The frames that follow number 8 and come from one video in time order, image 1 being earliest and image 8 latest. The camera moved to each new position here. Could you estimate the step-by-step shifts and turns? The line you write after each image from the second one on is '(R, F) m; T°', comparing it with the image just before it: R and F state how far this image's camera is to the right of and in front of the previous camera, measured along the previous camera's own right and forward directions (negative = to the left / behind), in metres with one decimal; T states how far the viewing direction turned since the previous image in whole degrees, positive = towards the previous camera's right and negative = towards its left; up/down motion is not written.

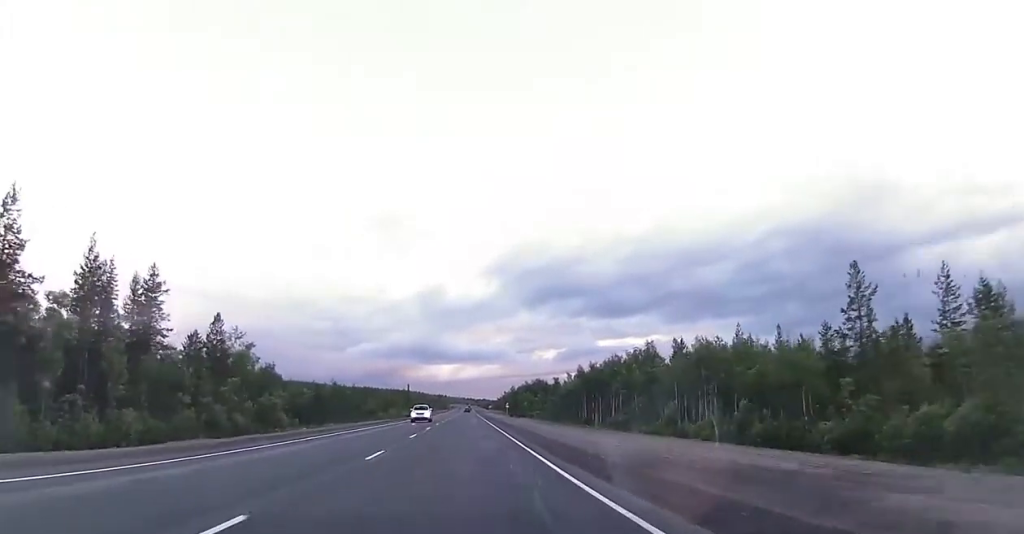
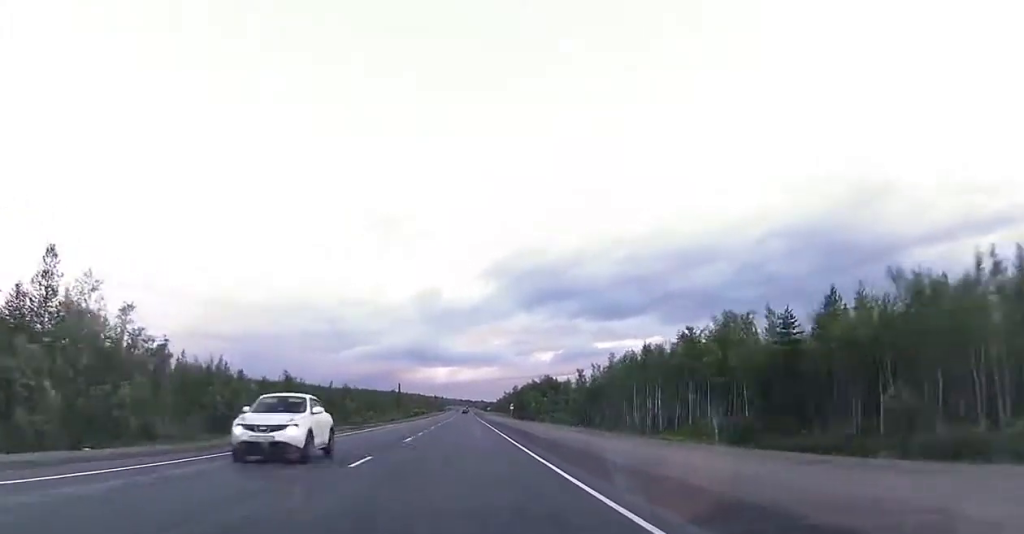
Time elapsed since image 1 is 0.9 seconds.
(+0.1, +26.1) m; 0°
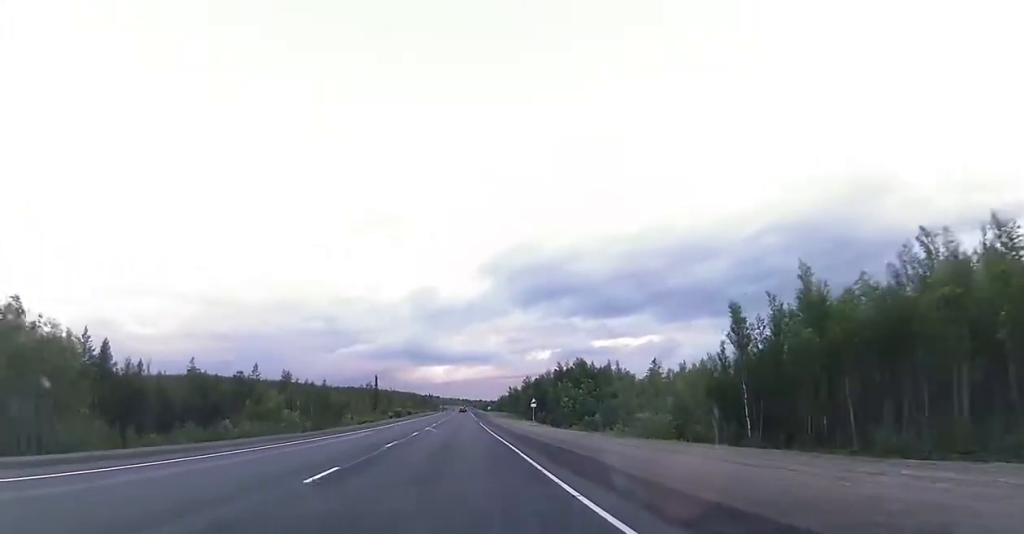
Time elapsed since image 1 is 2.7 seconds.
(-0.2, +51.6) m; 0°
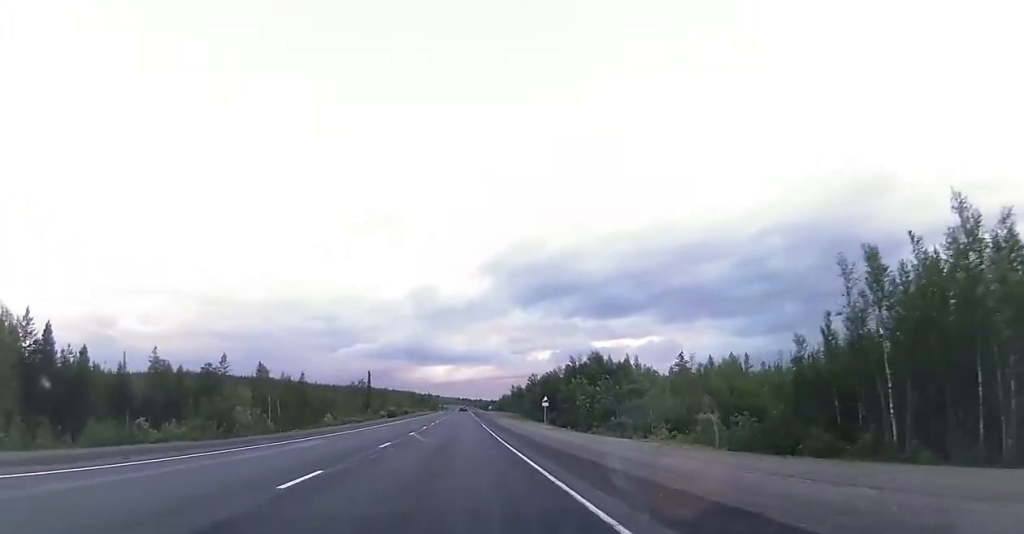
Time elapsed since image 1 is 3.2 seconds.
(0.0, +13.3) m; 0°
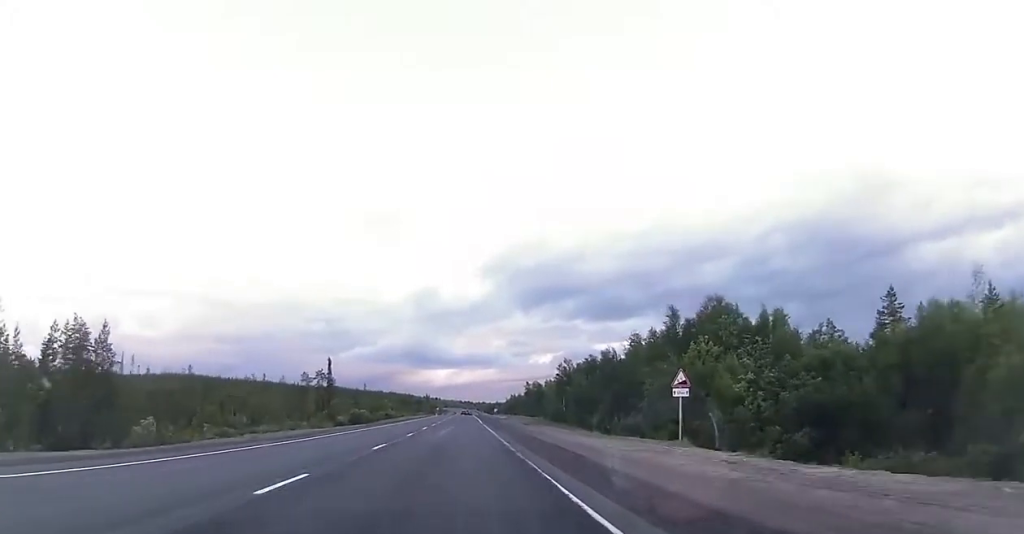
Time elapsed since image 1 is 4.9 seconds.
(-0.3, +49.0) m; 0°
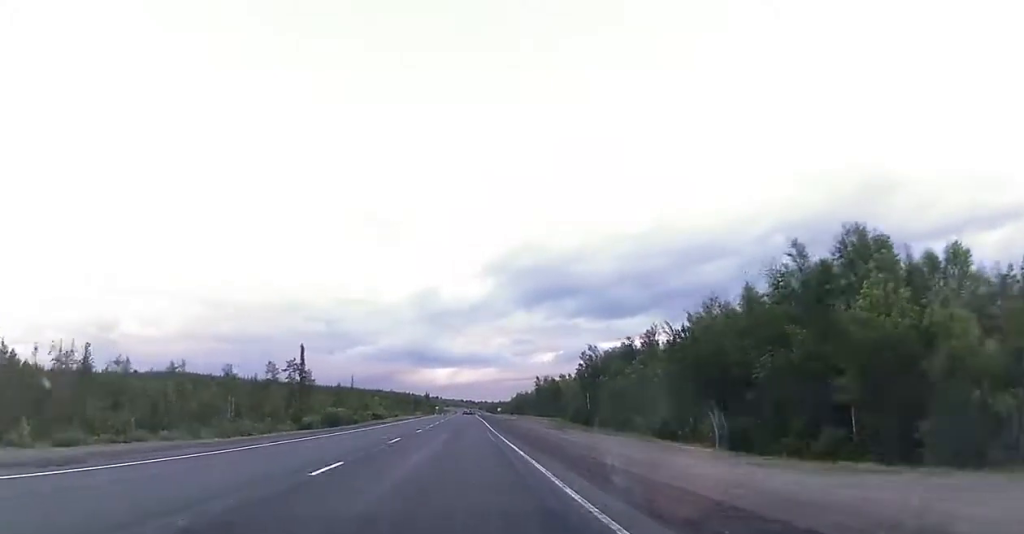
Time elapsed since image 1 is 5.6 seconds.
(+0.3, +20.4) m; 0°
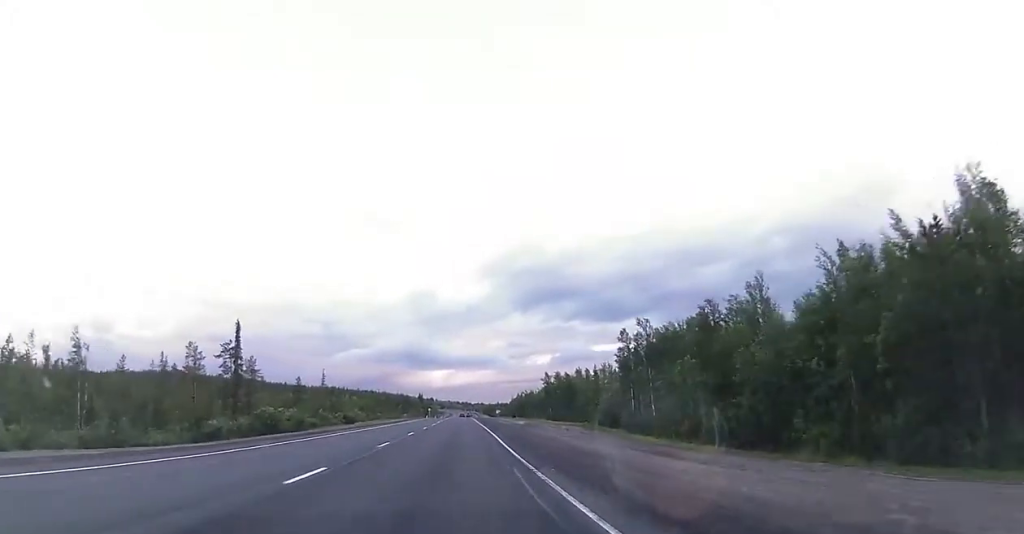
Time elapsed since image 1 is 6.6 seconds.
(0.0, +25.7) m; 0°
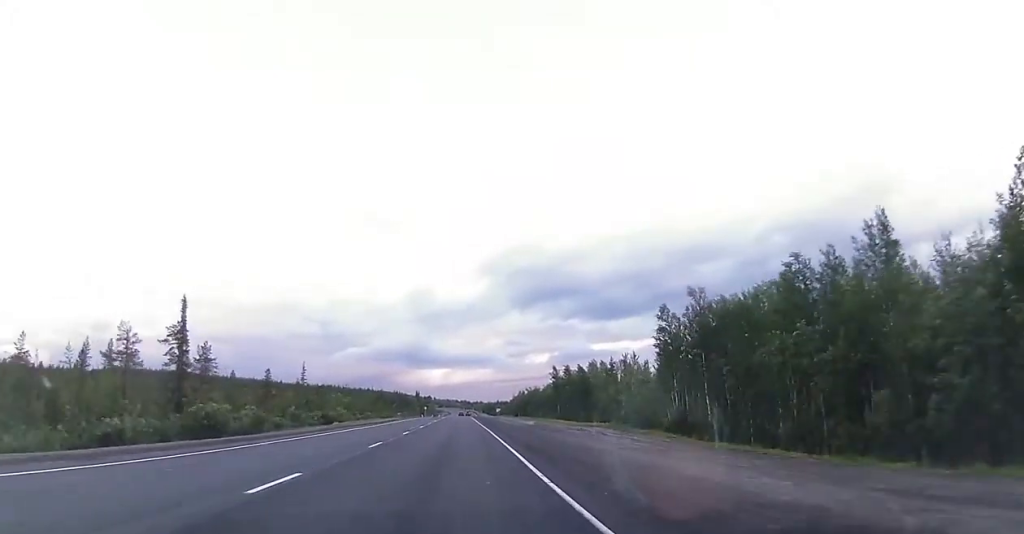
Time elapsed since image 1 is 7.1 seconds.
(0.0, +13.7) m; 0°
